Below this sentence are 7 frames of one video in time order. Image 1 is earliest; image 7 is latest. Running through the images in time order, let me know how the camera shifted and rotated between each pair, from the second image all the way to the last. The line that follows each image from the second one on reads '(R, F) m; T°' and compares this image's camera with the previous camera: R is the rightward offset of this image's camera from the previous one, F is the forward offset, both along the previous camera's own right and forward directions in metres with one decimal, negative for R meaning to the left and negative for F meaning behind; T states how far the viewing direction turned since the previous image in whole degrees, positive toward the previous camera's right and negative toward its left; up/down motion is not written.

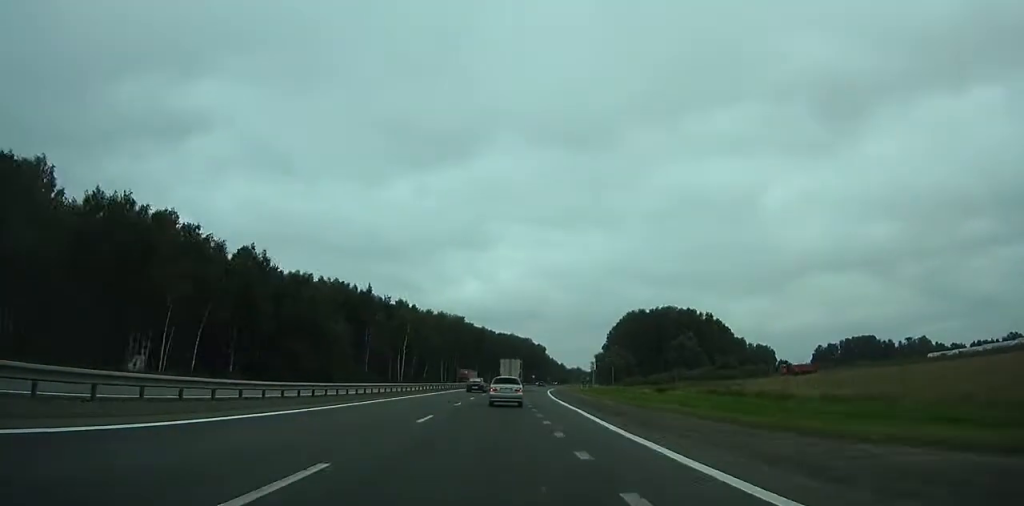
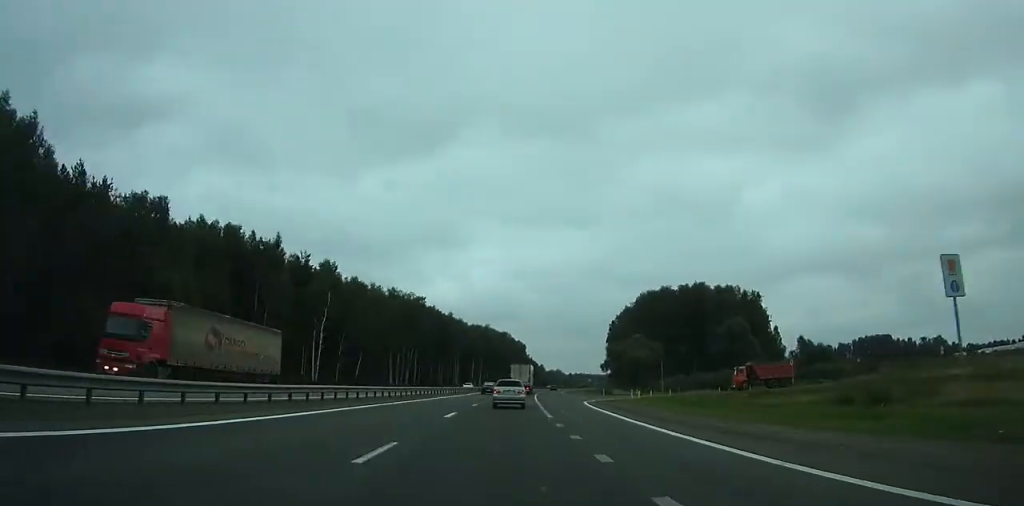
(+0.4, +55.3) m; +1°
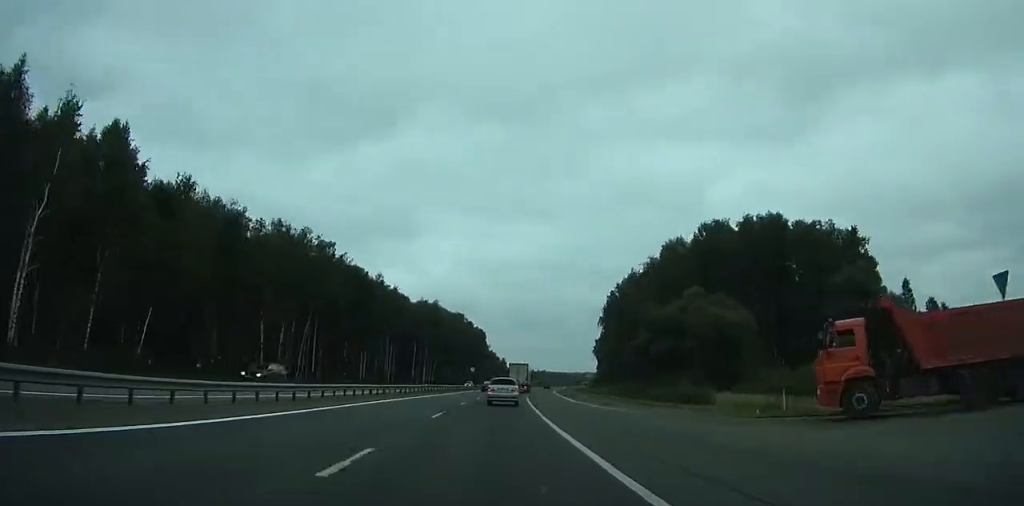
(+0.4, +59.8) m; -4°
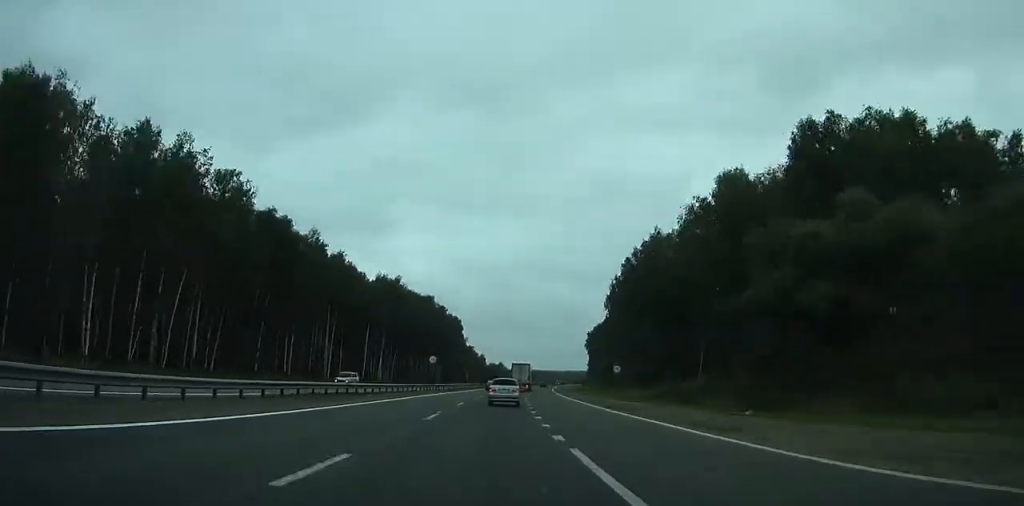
(-3.8, +31.9) m; +7°
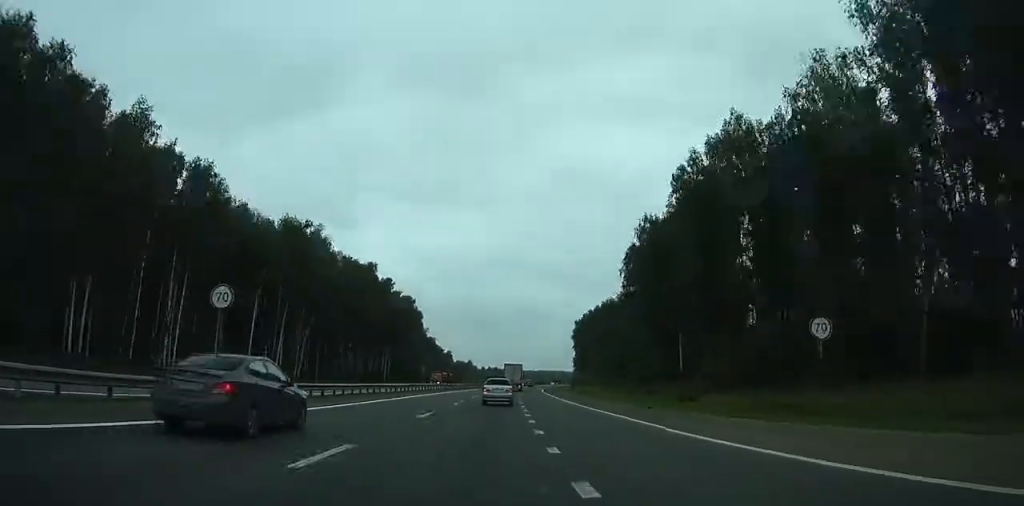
(+3.6, +43.4) m; +8°
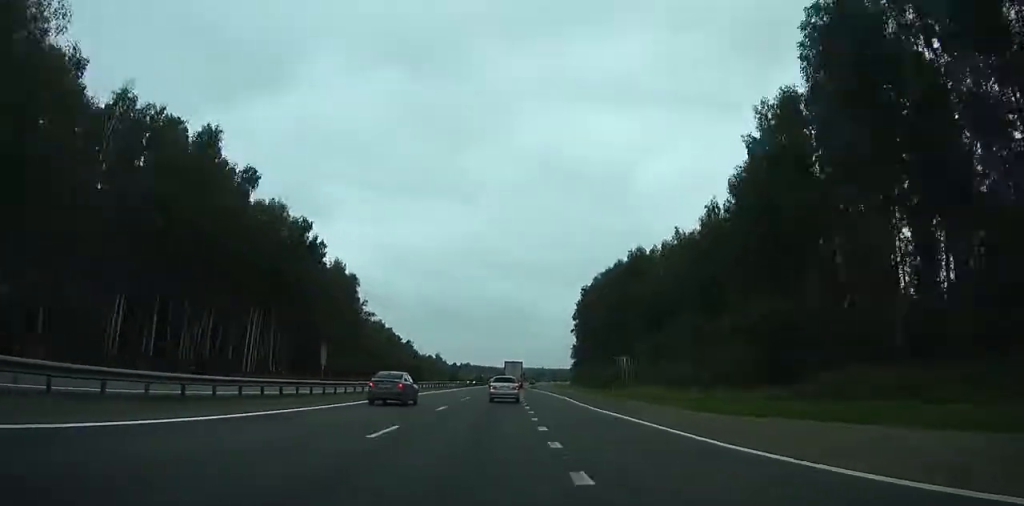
(+8.3, +72.8) m; +5°
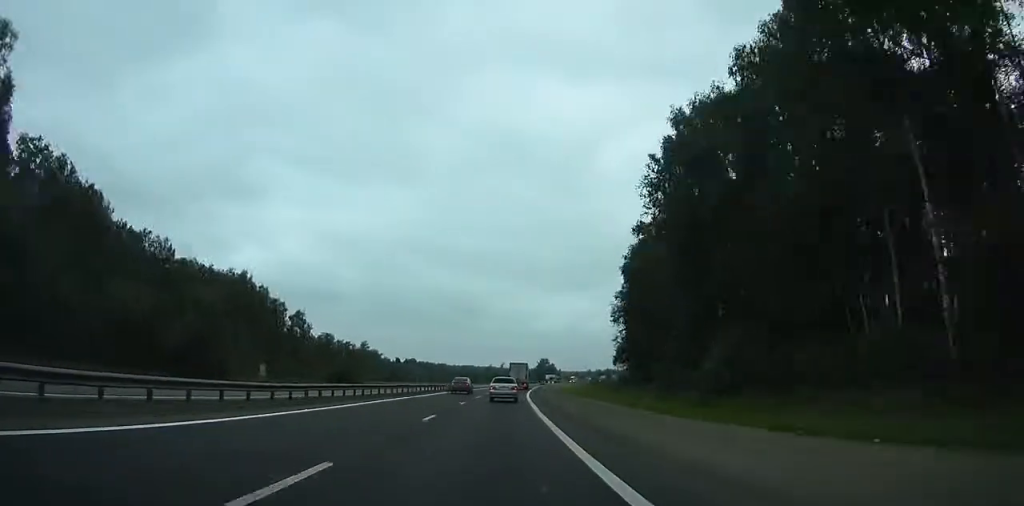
(-1.8, +120.1) m; +1°
